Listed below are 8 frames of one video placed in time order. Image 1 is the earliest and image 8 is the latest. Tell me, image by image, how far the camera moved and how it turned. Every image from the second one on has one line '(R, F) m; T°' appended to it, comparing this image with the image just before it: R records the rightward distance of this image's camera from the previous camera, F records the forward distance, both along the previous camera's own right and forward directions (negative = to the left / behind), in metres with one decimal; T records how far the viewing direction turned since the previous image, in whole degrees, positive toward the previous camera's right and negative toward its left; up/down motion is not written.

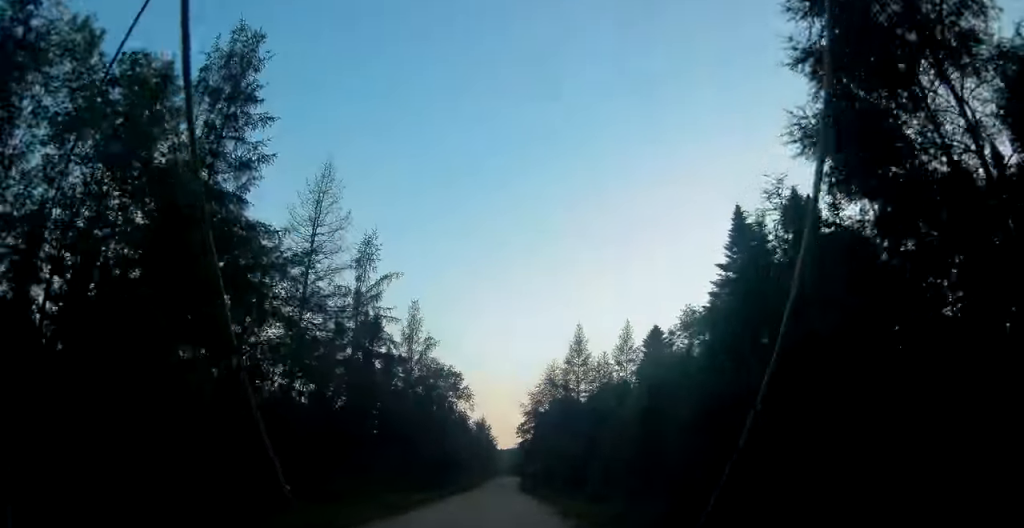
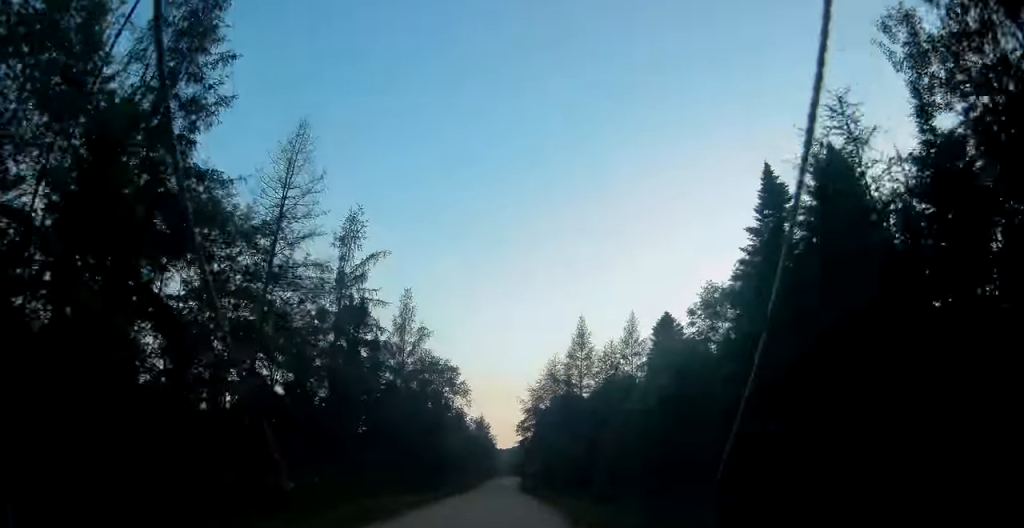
(+0.1, +3.7) m; 0°
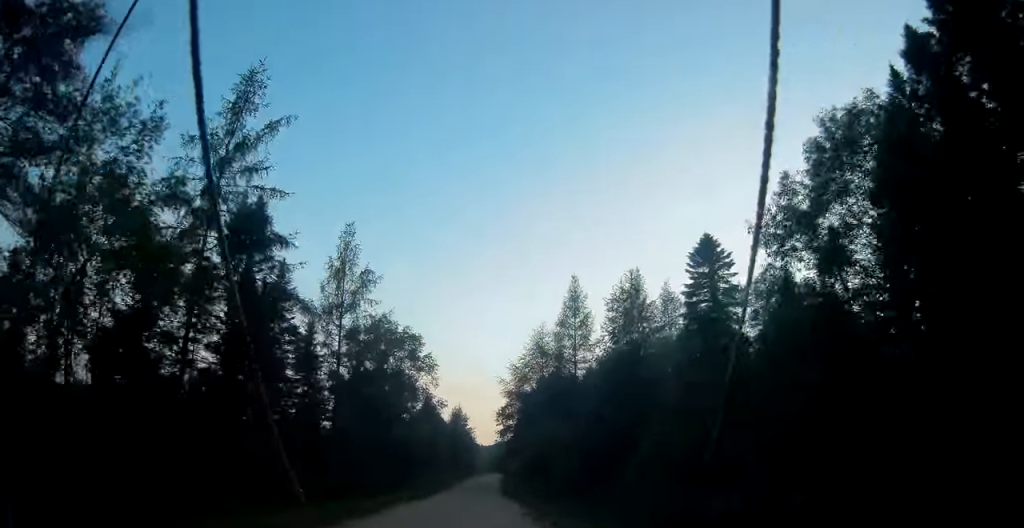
(-0.1, +13.9) m; +1°
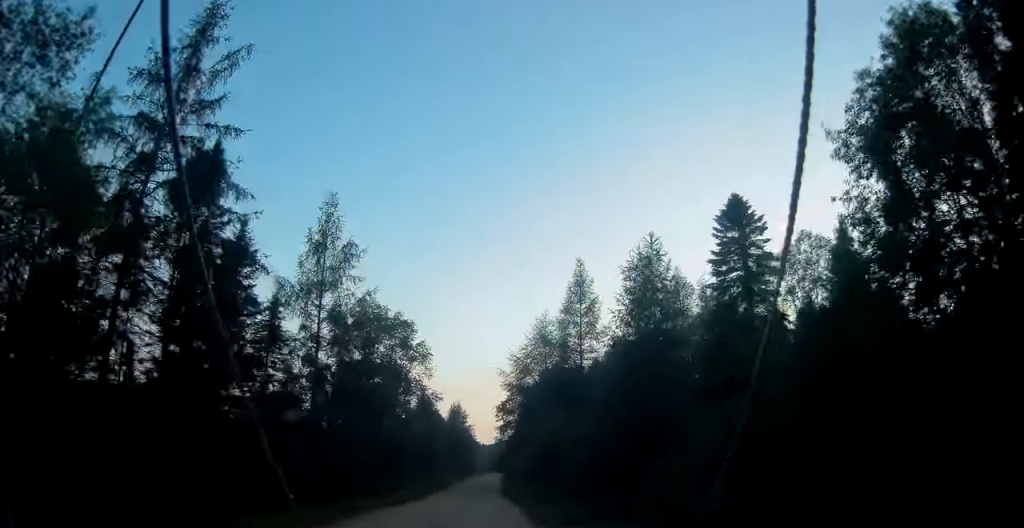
(+0.1, +4.4) m; +1°
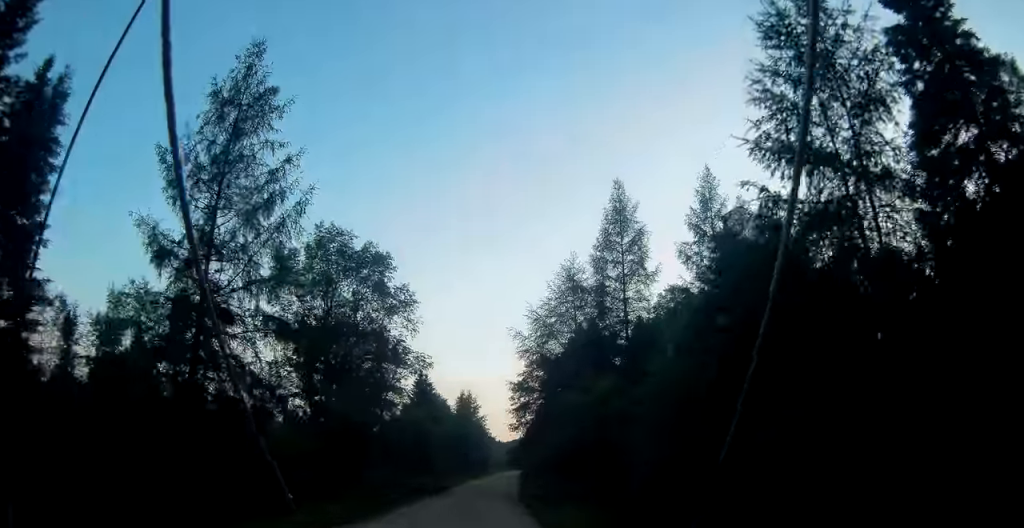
(-0.1, +14.7) m; 0°
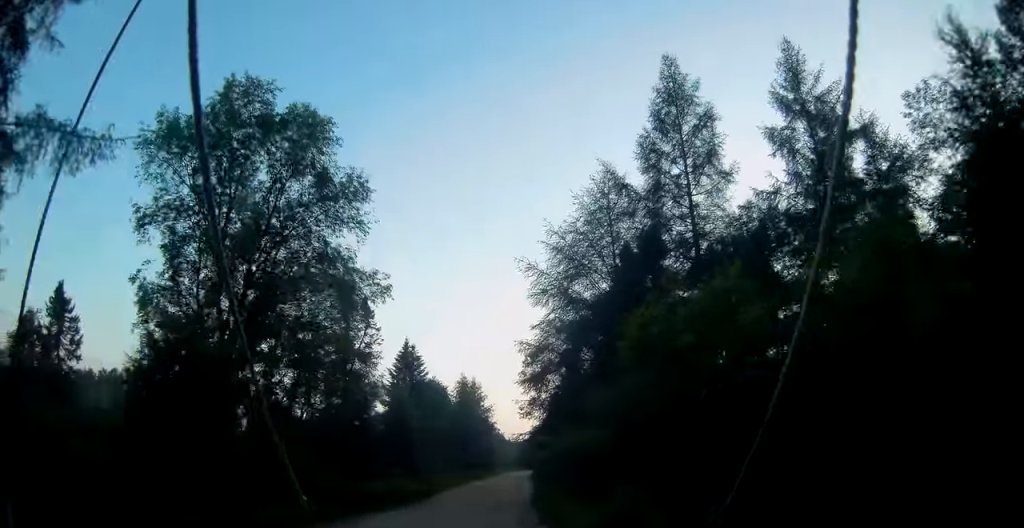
(+0.3, +13.6) m; -1°
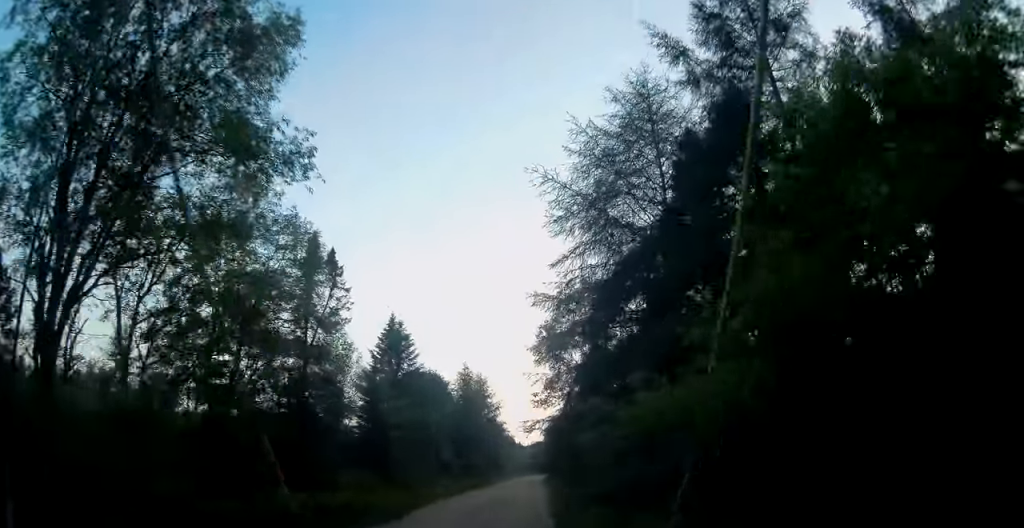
(-0.4, +9.0) m; -3°
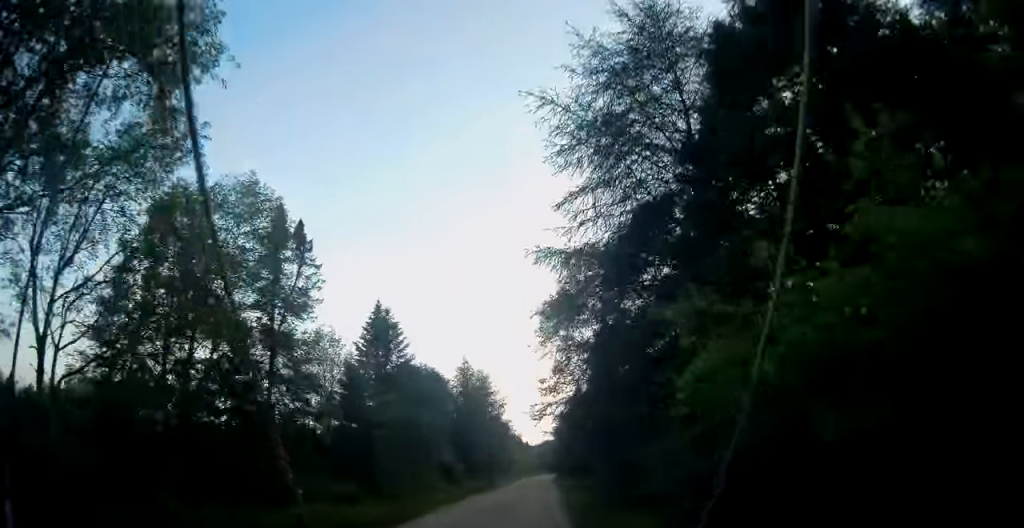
(+0.1, +4.4) m; -1°
